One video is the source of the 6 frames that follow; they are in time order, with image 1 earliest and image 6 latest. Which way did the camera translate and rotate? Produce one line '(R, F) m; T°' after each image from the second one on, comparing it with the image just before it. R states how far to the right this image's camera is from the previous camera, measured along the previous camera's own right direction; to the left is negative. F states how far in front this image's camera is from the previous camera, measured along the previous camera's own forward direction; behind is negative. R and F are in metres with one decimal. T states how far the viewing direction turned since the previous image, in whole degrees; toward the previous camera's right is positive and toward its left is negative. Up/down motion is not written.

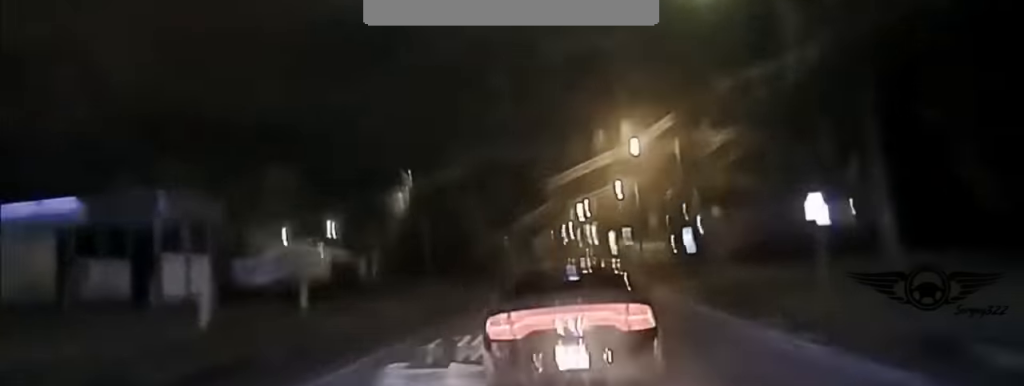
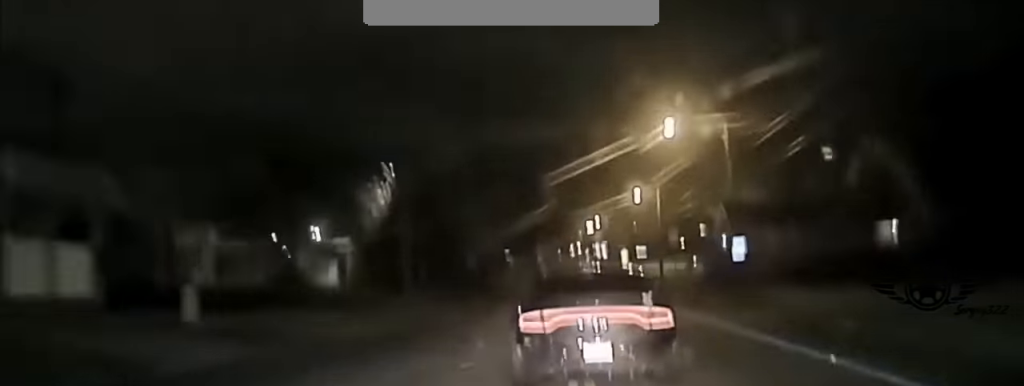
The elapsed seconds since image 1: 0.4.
(-0.1, +11.3) m; 0°
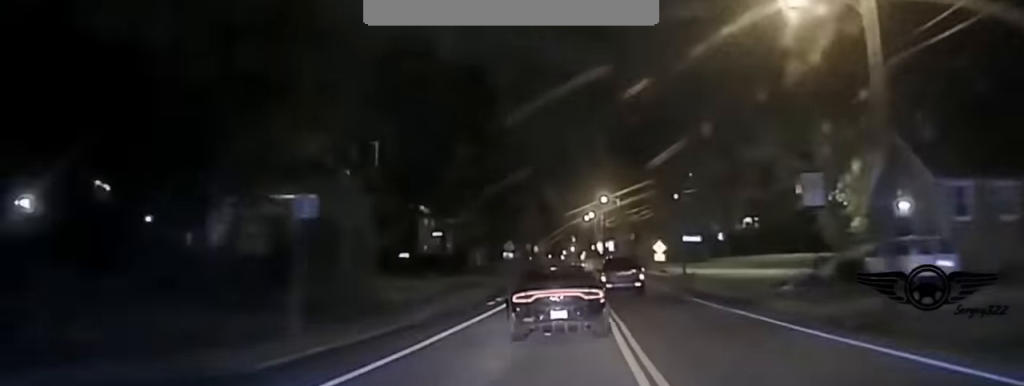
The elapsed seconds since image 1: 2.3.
(-0.1, +61.3) m; 0°
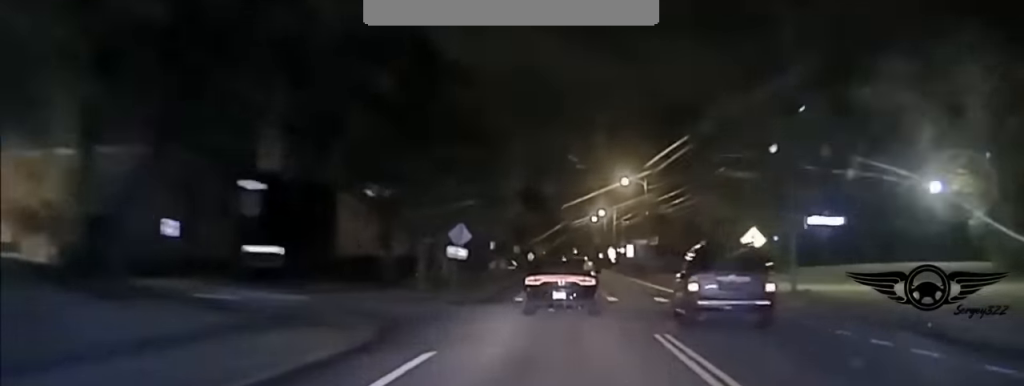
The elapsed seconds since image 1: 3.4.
(+0.2, +40.3) m; +1°
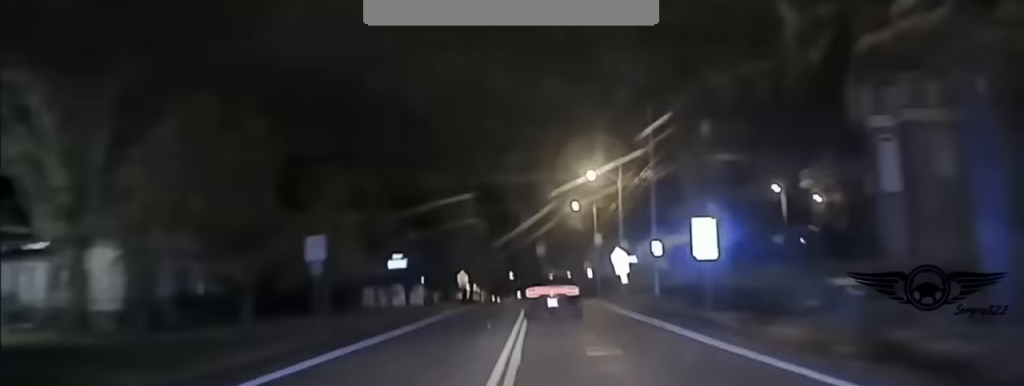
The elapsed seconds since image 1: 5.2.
(+0.5, +67.0) m; 0°
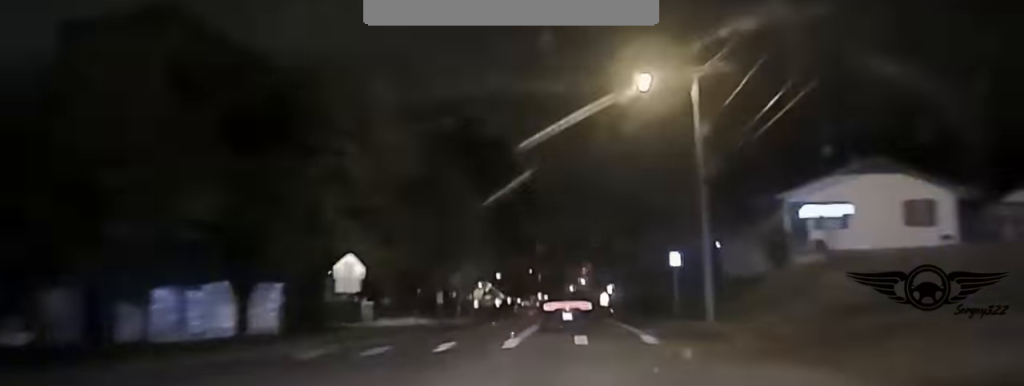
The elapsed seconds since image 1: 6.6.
(-0.3, +44.3) m; -1°
